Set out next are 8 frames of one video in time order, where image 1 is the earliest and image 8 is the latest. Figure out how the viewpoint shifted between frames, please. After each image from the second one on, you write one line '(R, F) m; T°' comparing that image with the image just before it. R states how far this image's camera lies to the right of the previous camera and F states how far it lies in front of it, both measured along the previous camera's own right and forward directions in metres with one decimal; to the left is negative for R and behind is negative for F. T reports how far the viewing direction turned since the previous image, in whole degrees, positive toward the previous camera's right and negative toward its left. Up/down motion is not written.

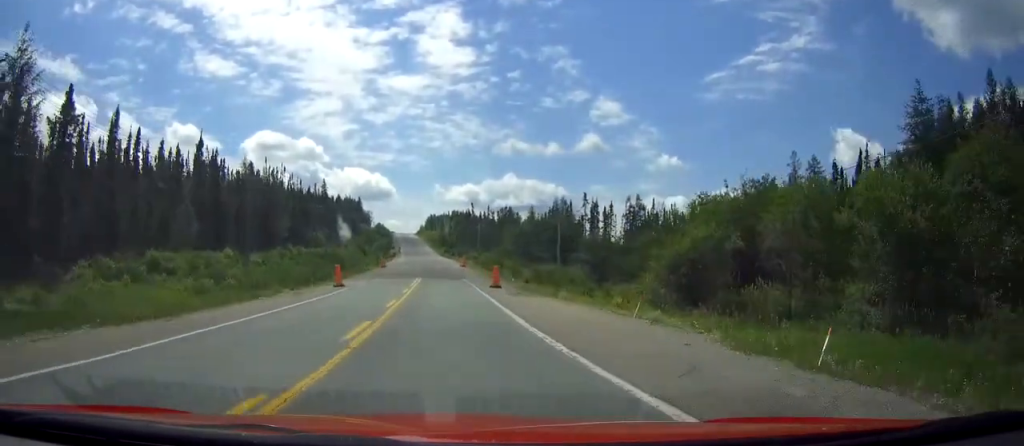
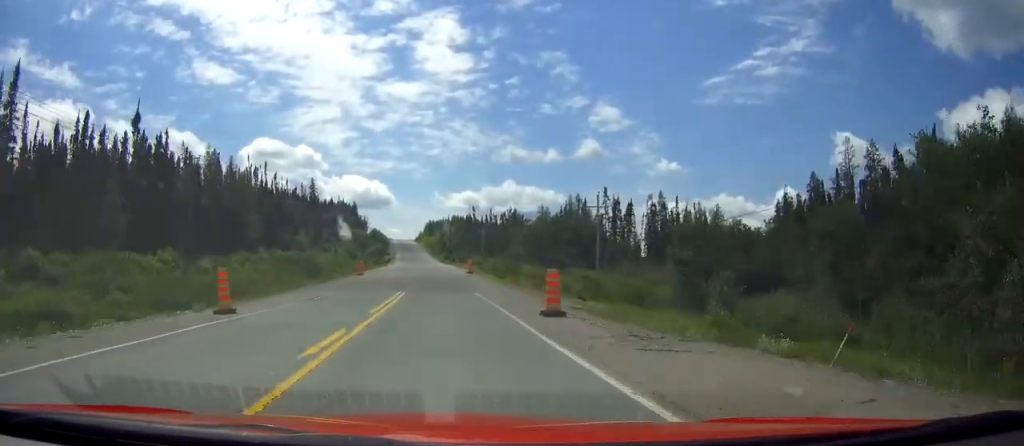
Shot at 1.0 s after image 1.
(0.0, +20.8) m; 0°
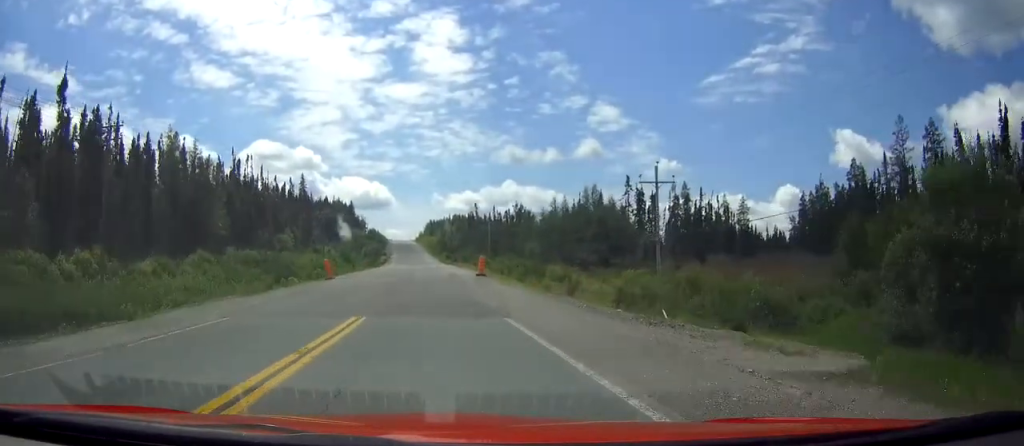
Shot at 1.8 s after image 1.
(0.0, +16.7) m; 0°
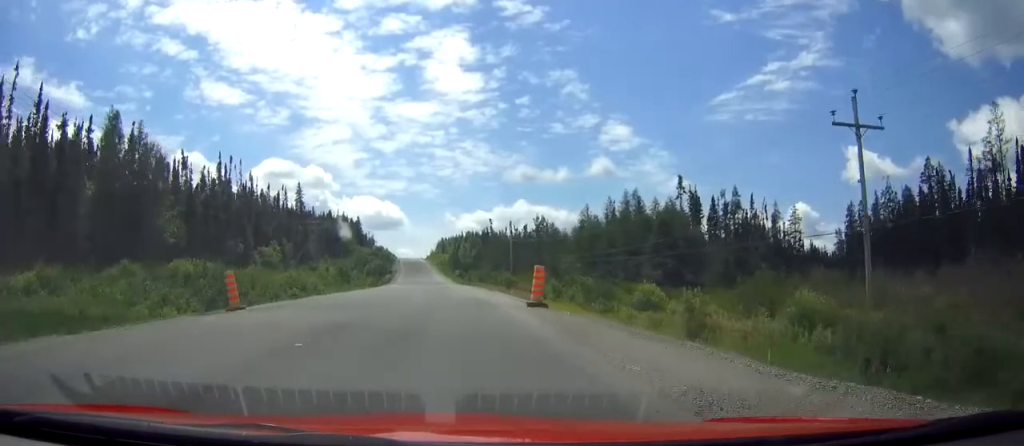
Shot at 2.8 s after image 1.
(-0.2, +21.8) m; -1°
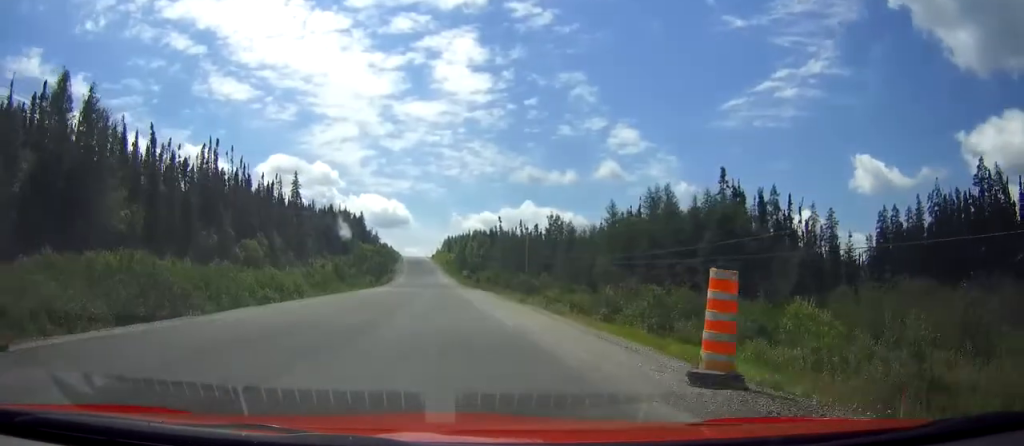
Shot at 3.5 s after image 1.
(-0.1, +13.5) m; 0°
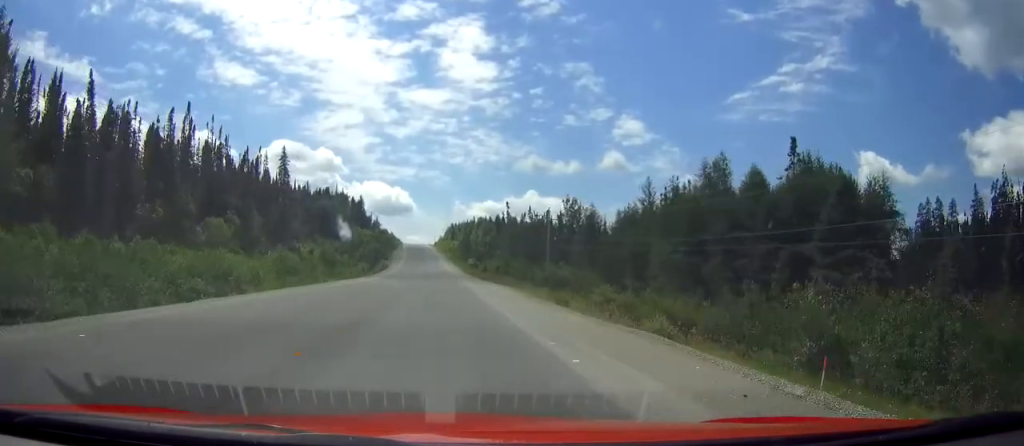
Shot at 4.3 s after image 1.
(0.0, +17.9) m; 0°
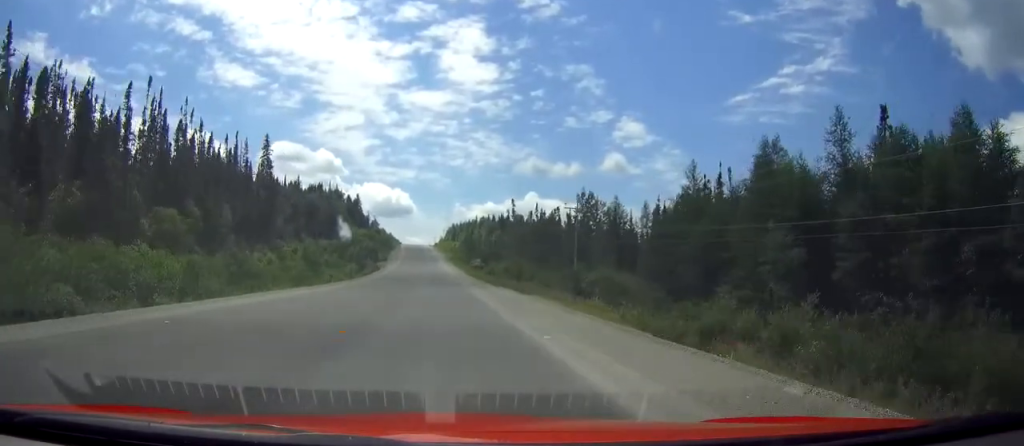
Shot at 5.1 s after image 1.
(0.0, +16.6) m; 0°
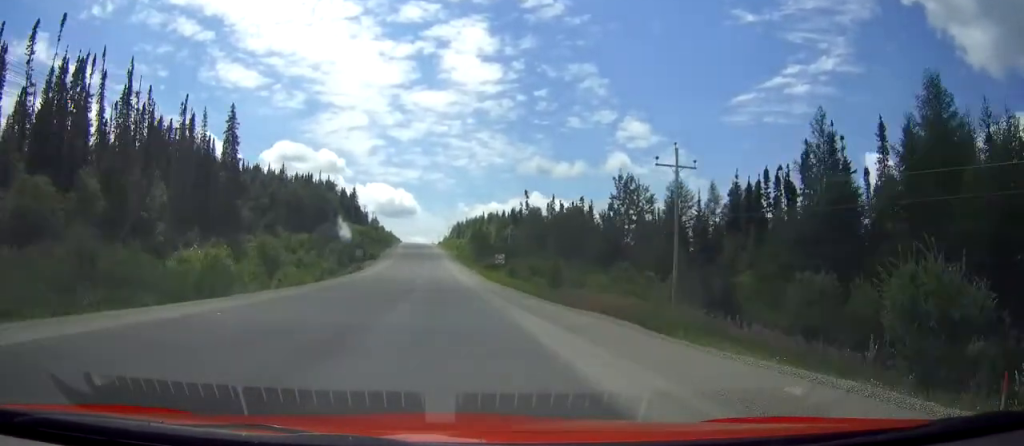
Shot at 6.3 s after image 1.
(0.0, +27.1) m; 0°
